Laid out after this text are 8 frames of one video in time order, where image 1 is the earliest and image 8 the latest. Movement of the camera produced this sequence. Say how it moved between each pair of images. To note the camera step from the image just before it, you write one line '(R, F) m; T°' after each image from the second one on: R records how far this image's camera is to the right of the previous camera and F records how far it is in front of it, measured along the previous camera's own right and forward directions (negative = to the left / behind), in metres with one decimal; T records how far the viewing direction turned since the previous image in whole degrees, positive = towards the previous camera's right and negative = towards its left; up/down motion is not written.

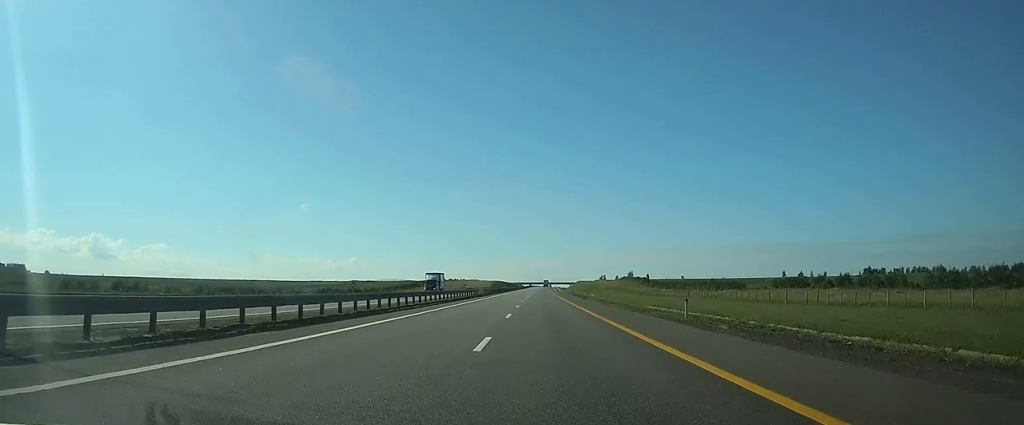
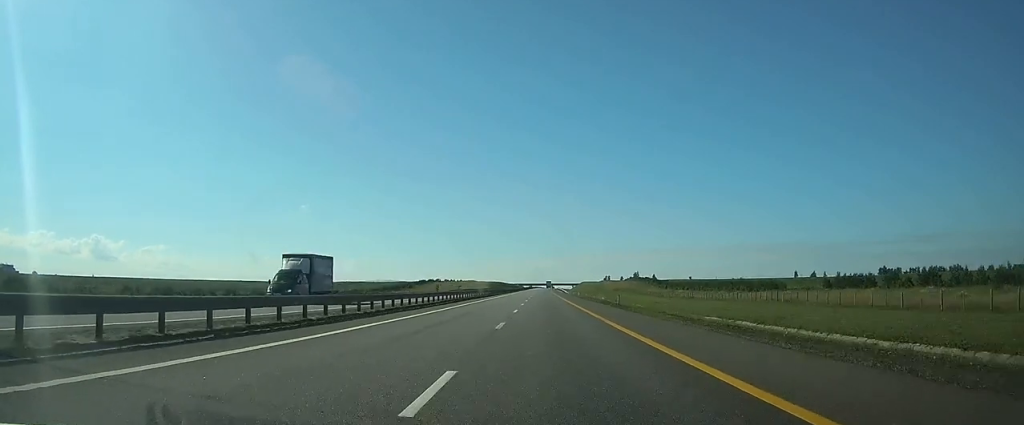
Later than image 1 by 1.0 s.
(+0.1, +29.5) m; 0°
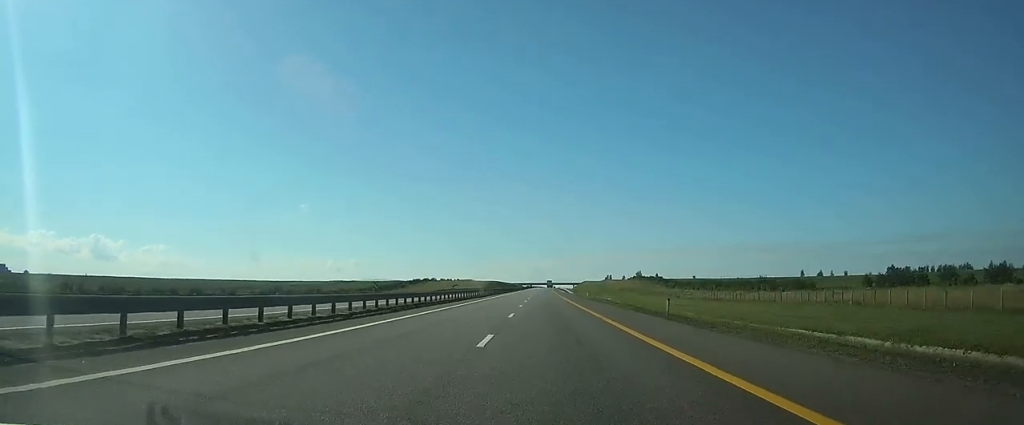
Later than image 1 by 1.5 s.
(+0.1, +17.3) m; 0°
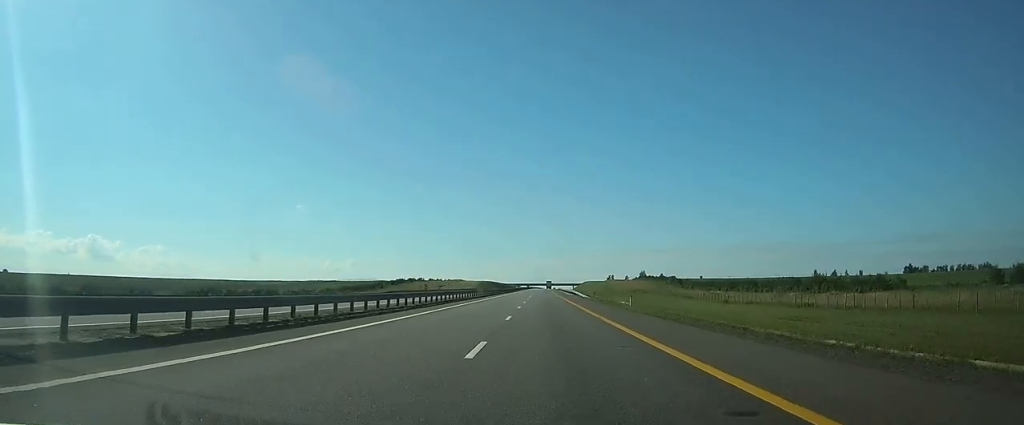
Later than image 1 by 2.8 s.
(0.0, +37.4) m; 0°
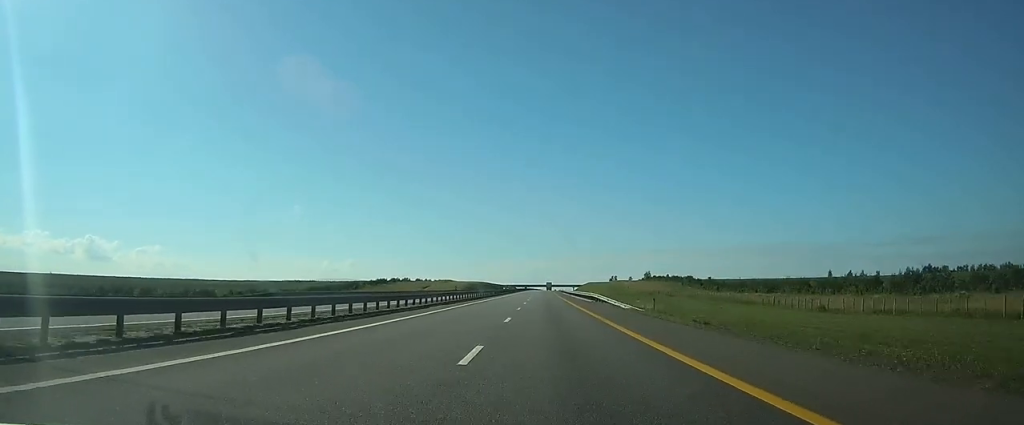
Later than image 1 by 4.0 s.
(0.0, +36.2) m; 0°
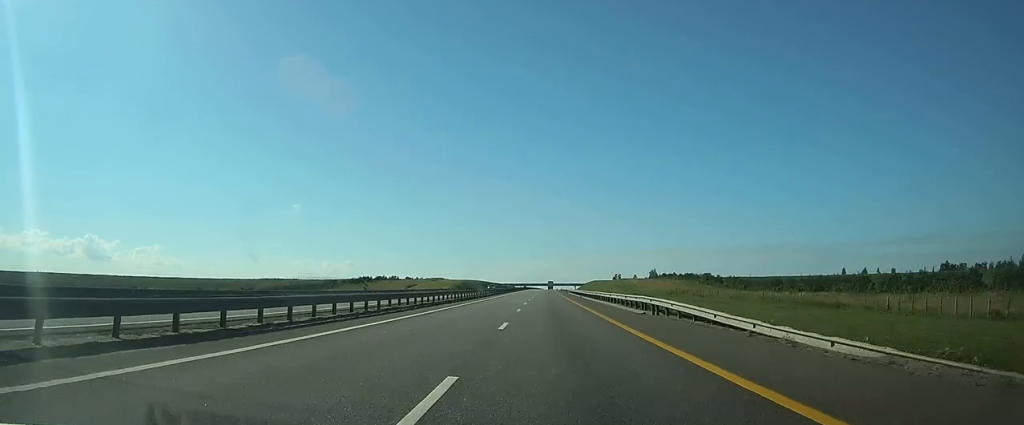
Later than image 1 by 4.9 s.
(0.0, +28.1) m; 0°
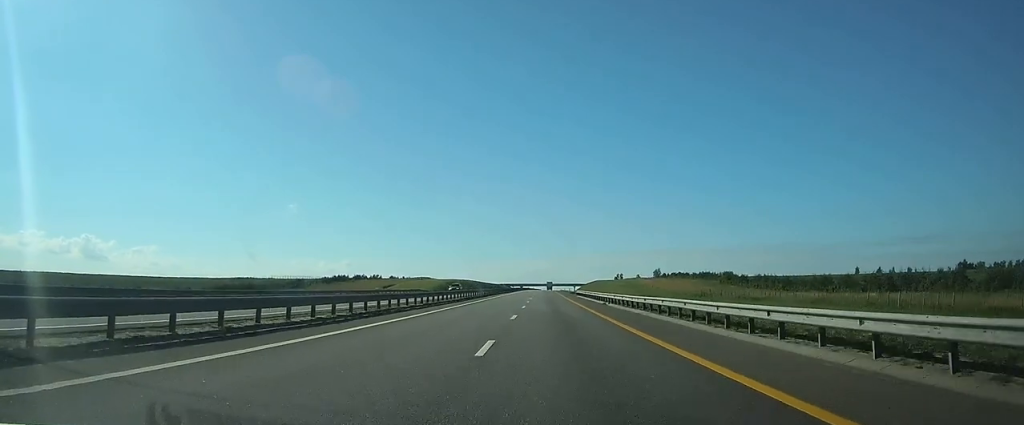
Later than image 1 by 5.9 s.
(+0.1, +30.1) m; 0°
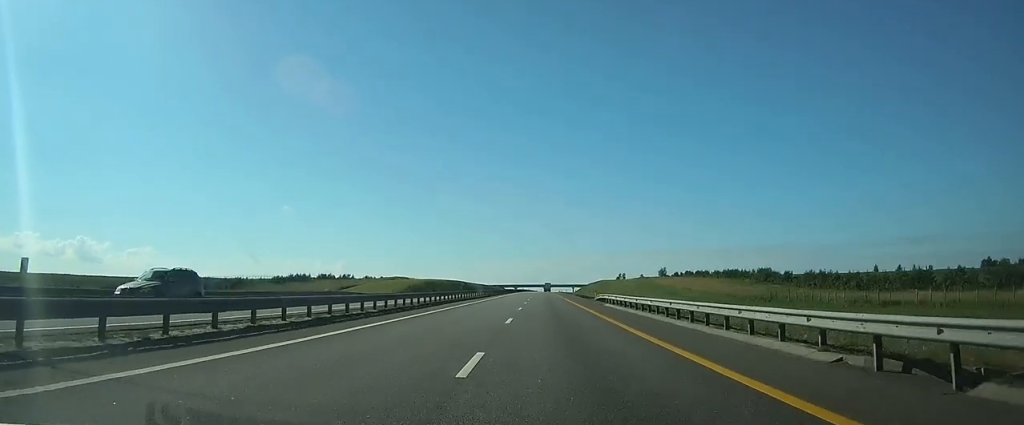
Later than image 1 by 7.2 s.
(+0.1, +38.1) m; 0°
